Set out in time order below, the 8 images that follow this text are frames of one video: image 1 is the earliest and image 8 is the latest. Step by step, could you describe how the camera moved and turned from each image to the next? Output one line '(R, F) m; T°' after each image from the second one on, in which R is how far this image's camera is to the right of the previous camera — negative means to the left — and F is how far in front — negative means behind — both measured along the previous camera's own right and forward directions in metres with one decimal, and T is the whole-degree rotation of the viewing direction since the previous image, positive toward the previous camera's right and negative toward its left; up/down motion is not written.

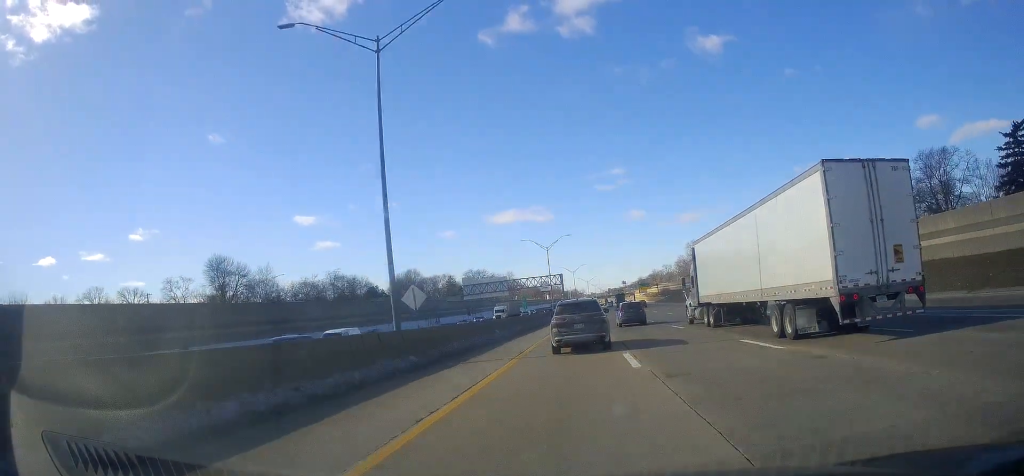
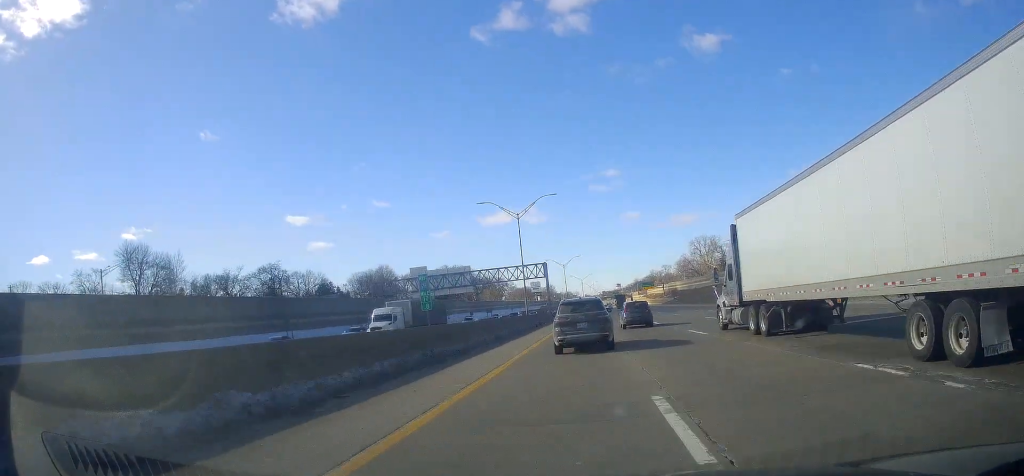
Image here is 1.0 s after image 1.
(+0.3, +36.3) m; +2°
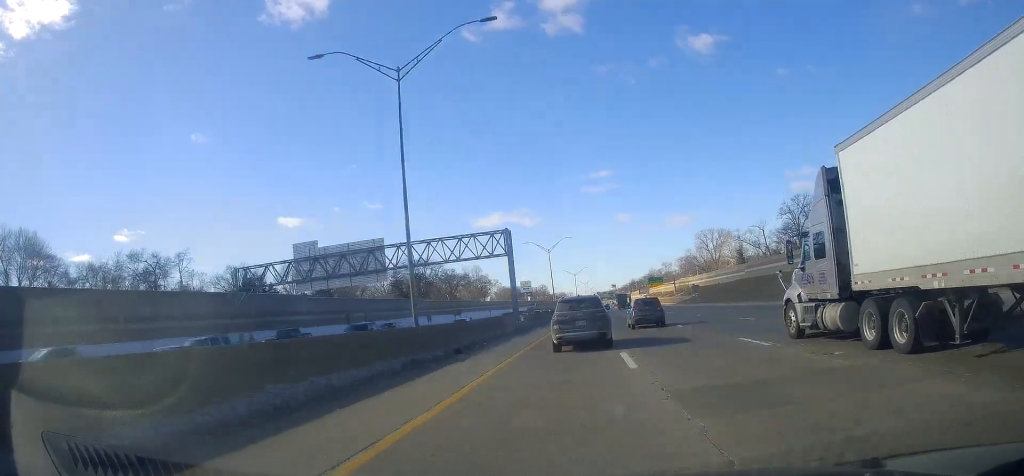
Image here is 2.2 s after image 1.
(+1.2, +39.6) m; 0°
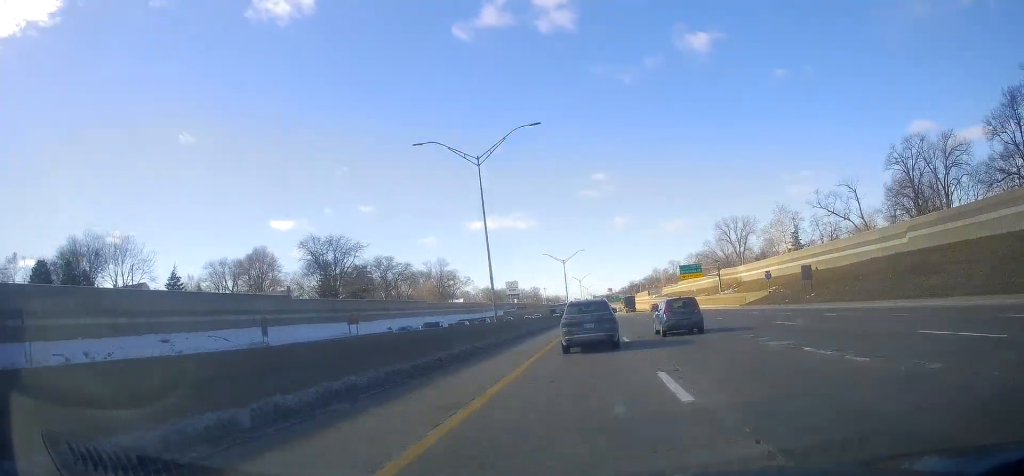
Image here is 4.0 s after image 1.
(-1.1, +65.4) m; +1°
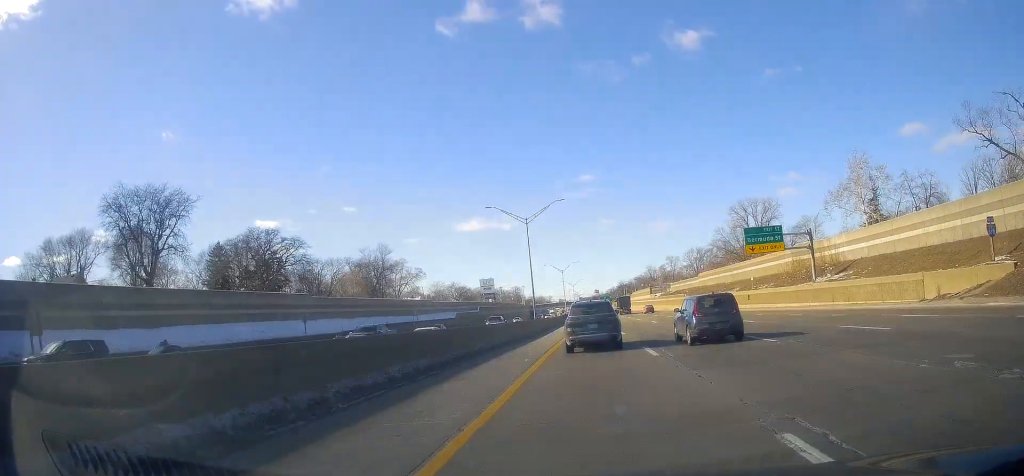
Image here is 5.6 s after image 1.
(+0.9, +54.8) m; +1°
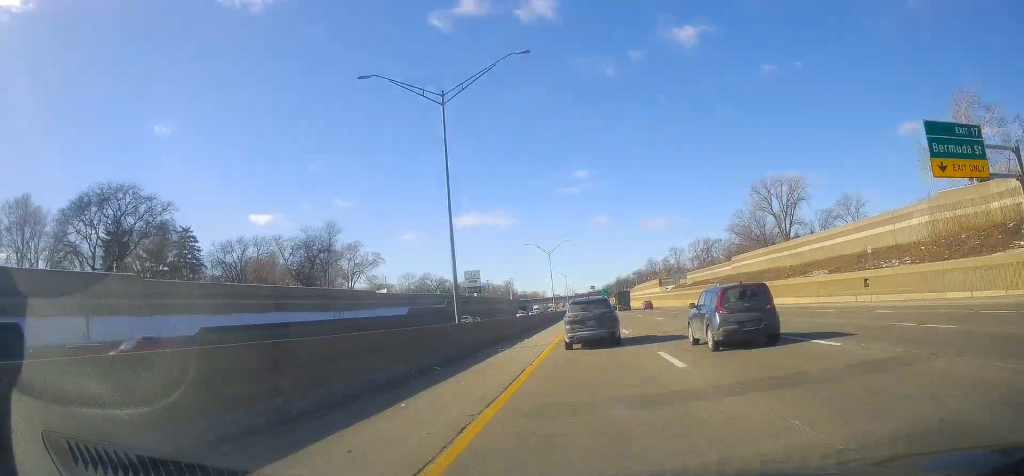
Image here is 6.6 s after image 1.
(-0.2, +36.0) m; -1°
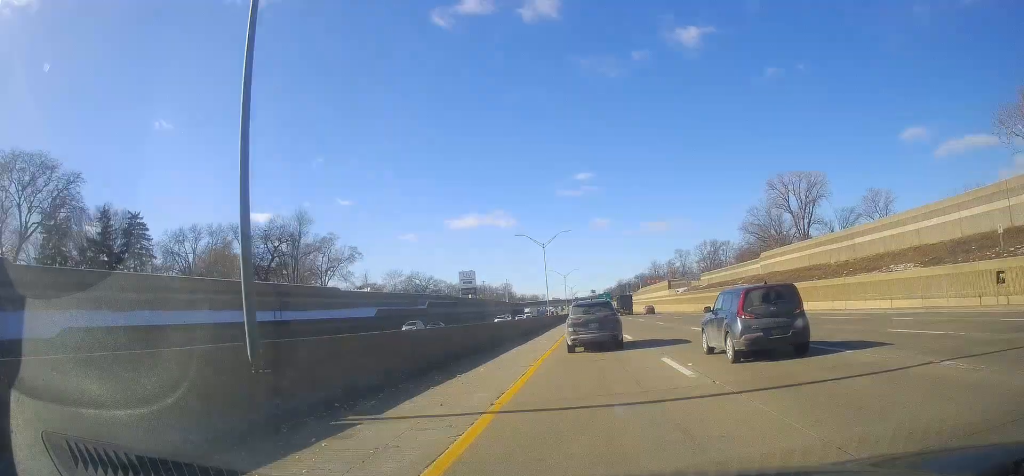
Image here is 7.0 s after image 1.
(-0.2, +16.9) m; 0°
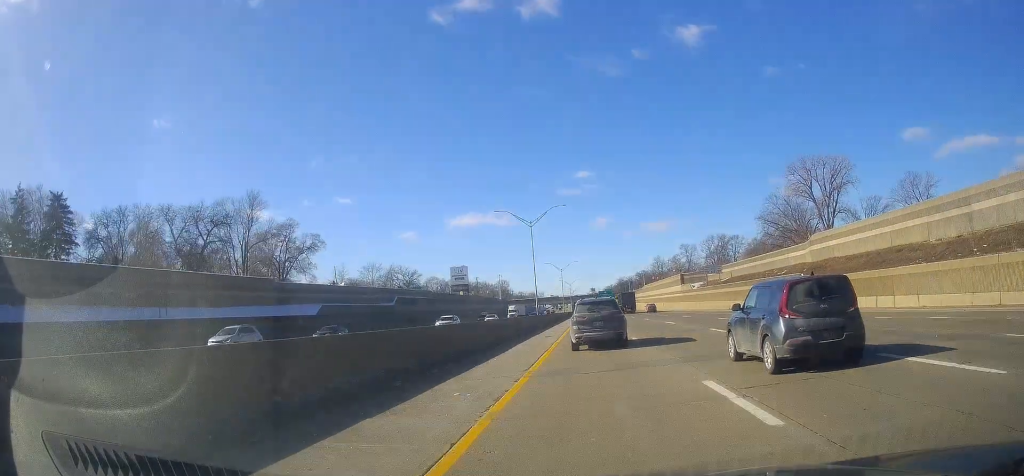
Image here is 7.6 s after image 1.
(+0.2, +20.5) m; 0°
